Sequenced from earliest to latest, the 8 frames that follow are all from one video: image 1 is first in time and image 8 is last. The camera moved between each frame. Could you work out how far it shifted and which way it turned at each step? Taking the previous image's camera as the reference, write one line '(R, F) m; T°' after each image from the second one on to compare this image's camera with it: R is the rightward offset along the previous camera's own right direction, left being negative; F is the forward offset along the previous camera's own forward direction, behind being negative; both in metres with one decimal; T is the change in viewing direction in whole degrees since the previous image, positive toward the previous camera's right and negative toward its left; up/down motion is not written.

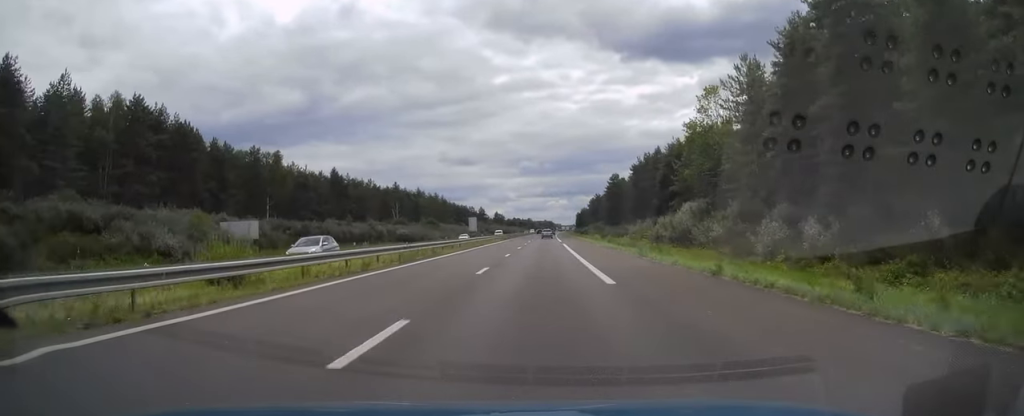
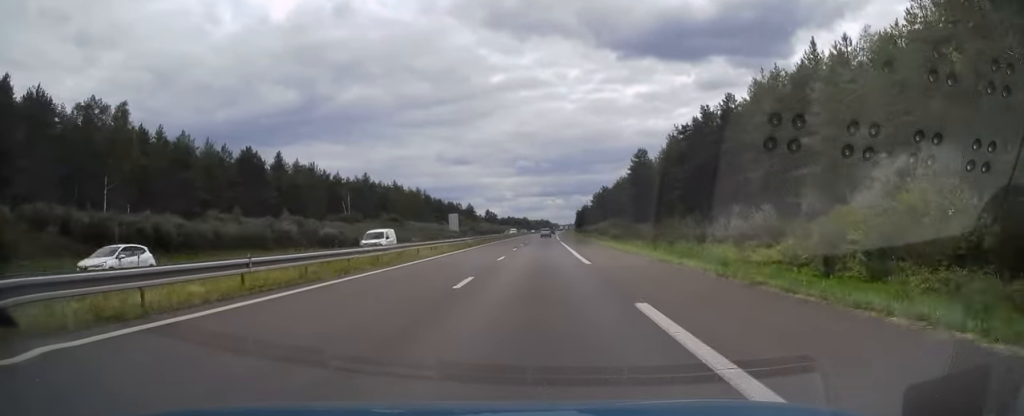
(+0.1, +43.8) m; 0°
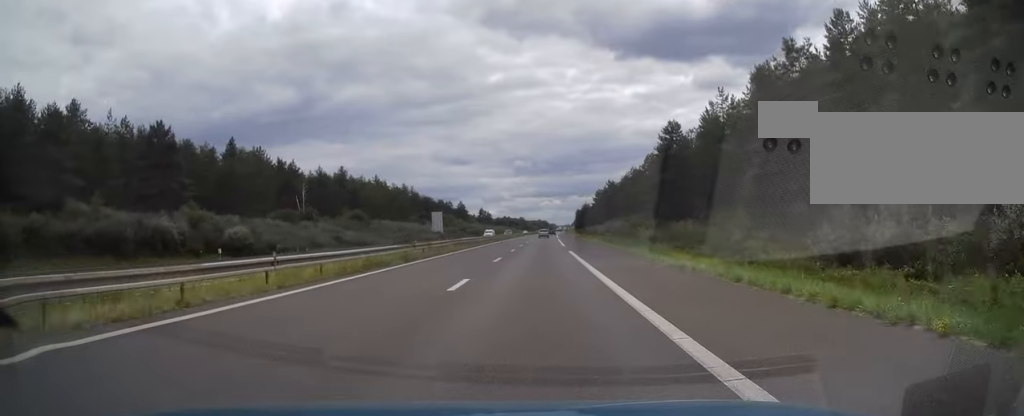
(0.0, +26.5) m; 0°
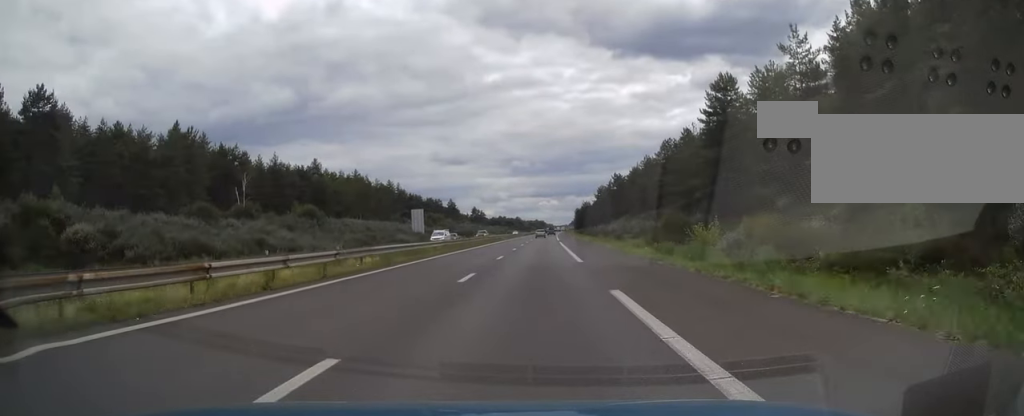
(+0.1, +23.5) m; 0°
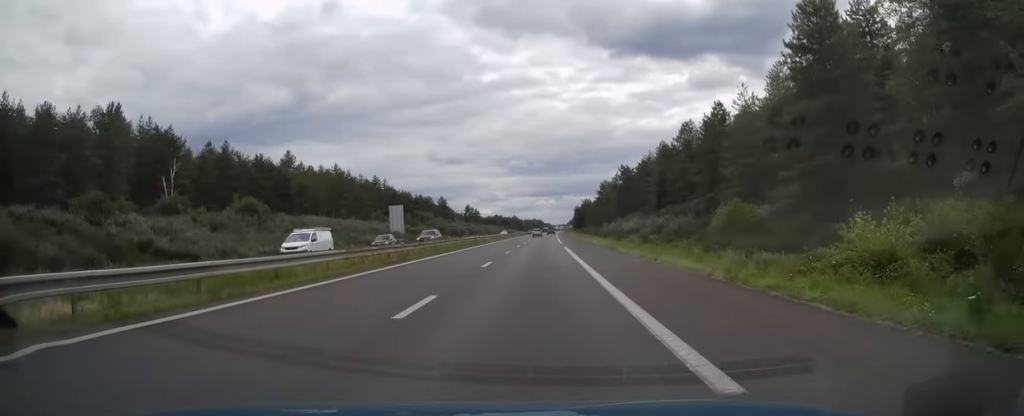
(+0.1, +19.6) m; 0°
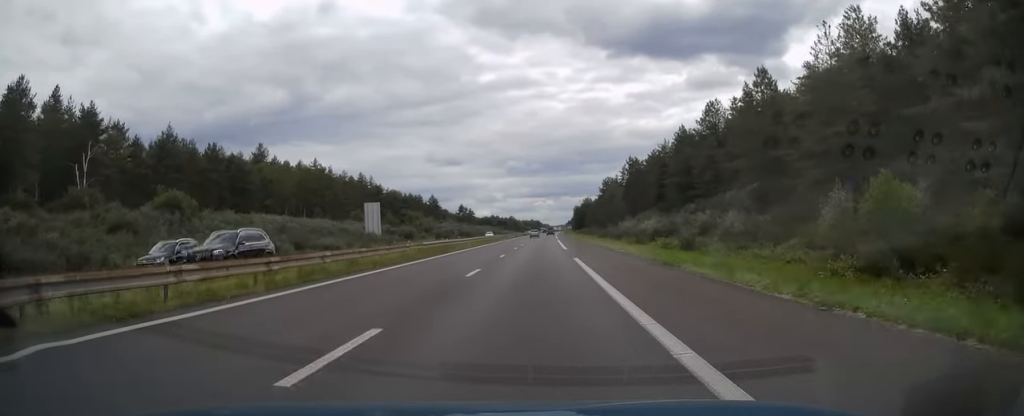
(-0.1, +17.1) m; 0°
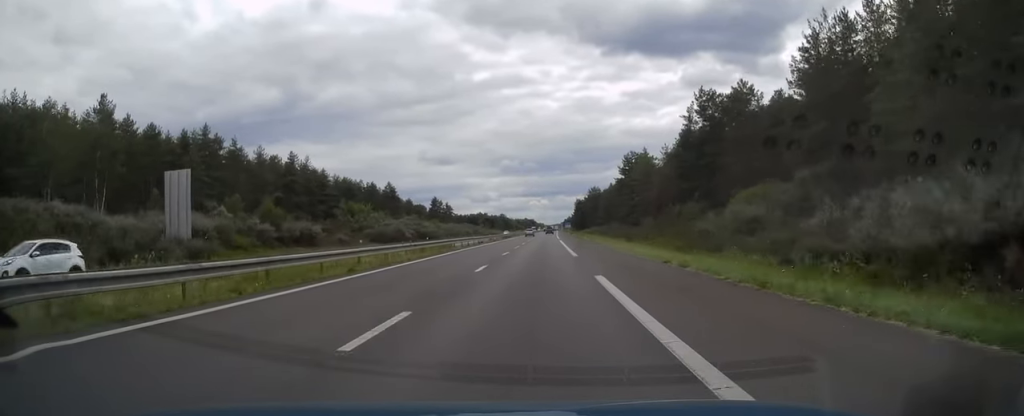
(+0.4, +63.3) m; +1°
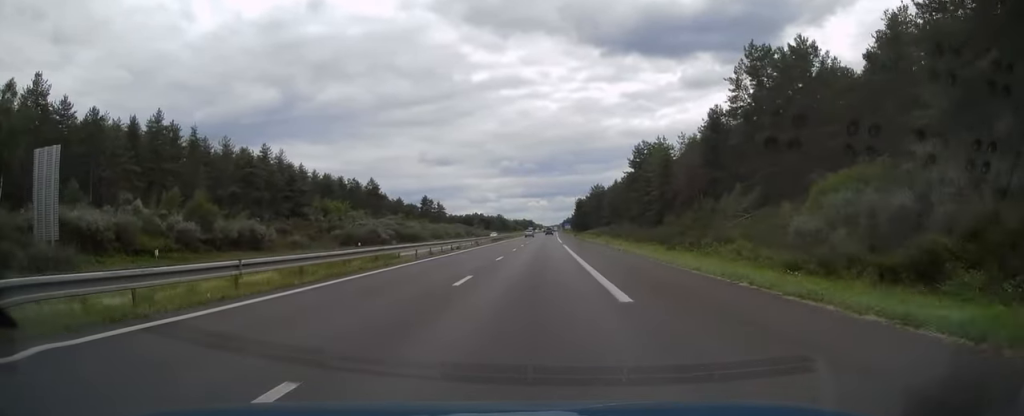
(0.0, +17.7) m; 0°
